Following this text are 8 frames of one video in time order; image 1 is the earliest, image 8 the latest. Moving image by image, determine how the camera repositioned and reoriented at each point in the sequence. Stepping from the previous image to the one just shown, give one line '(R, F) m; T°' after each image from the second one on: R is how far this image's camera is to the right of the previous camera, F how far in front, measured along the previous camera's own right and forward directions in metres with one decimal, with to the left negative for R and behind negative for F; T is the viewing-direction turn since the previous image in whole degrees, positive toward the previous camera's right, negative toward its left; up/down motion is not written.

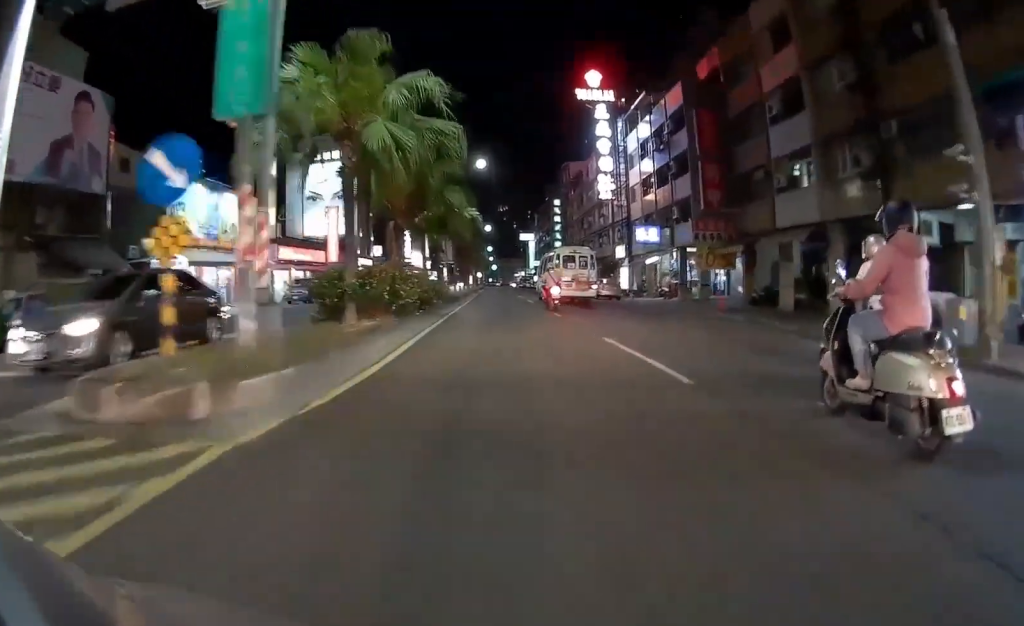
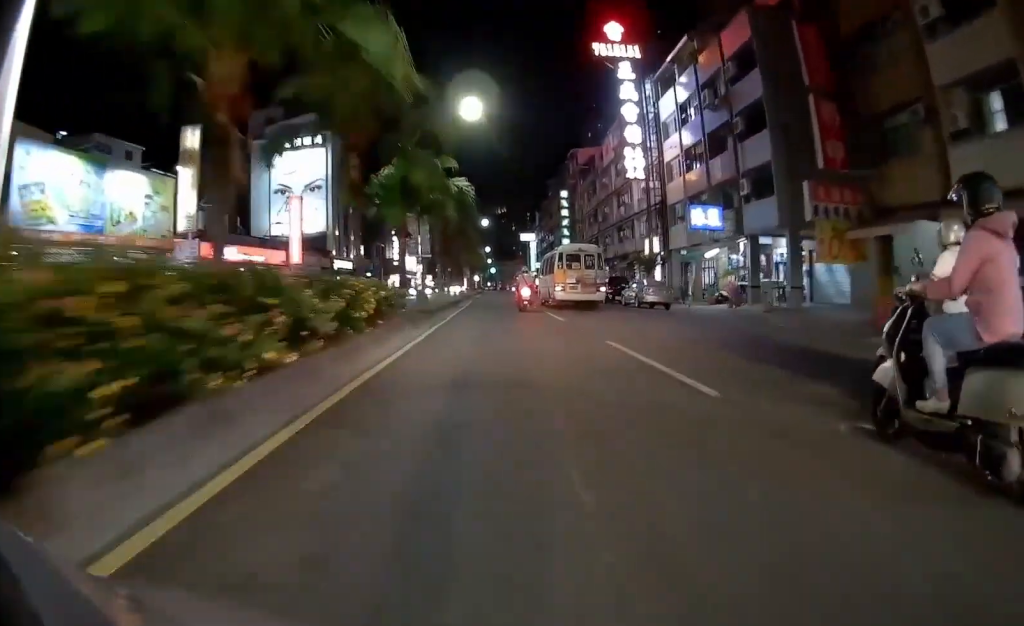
(-0.1, +11.1) m; 0°
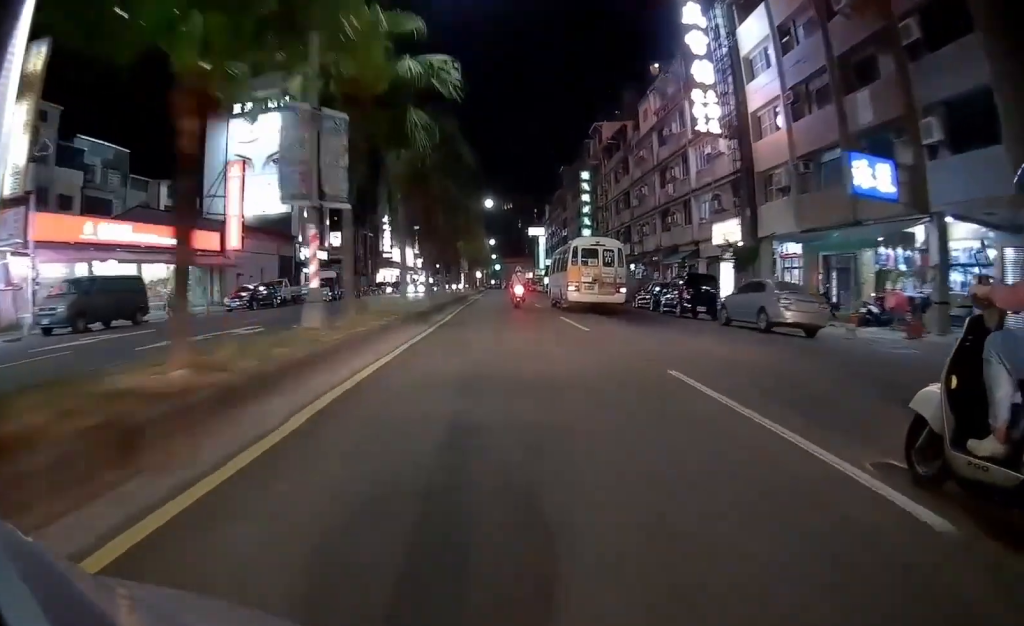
(+0.1, +13.1) m; -1°
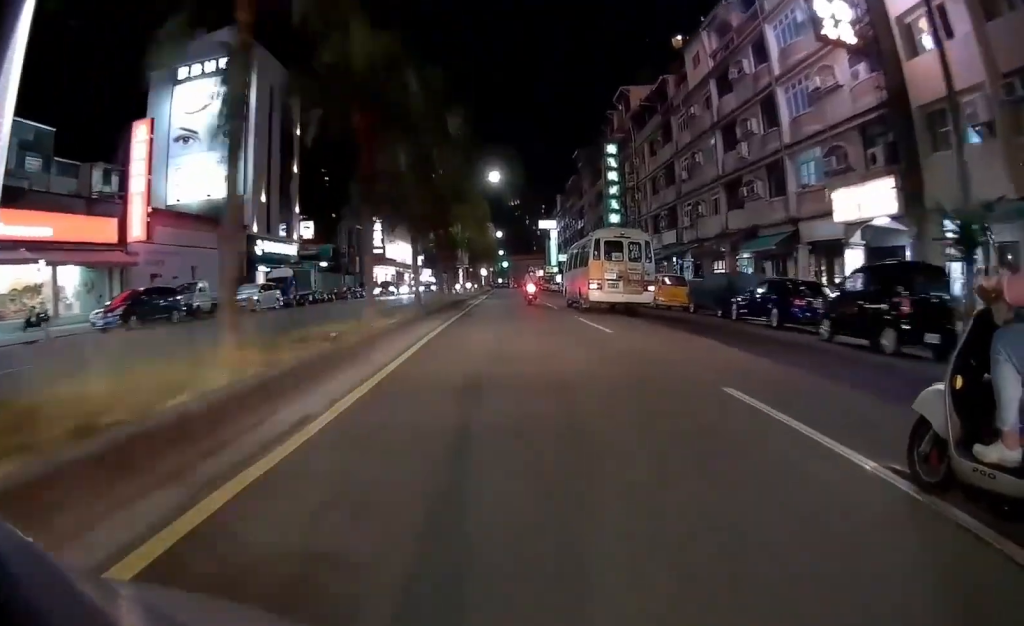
(-0.3, +11.8) m; -1°
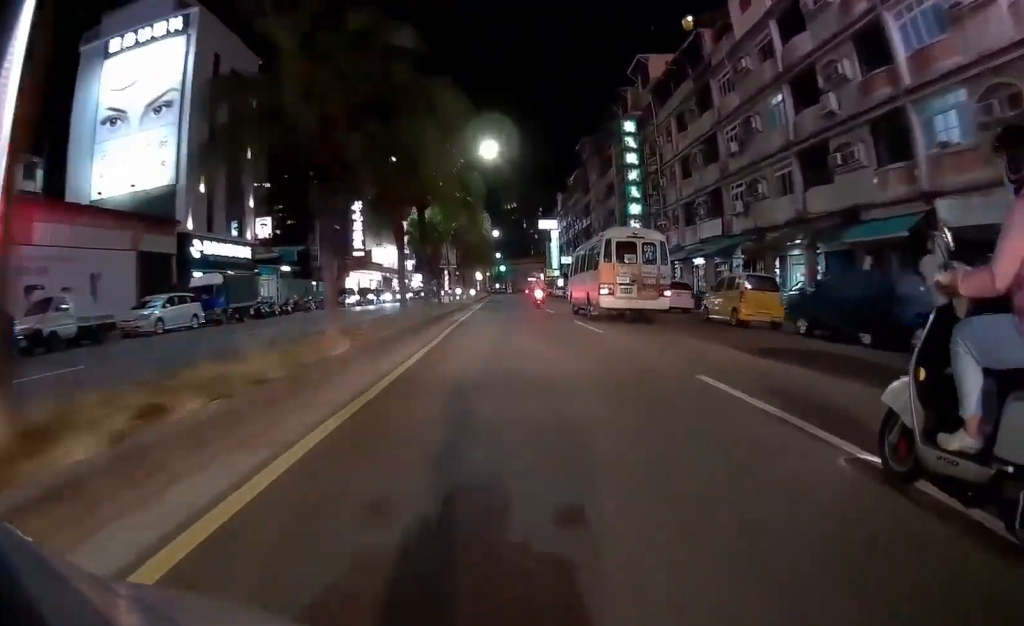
(-0.4, +9.2) m; 0°
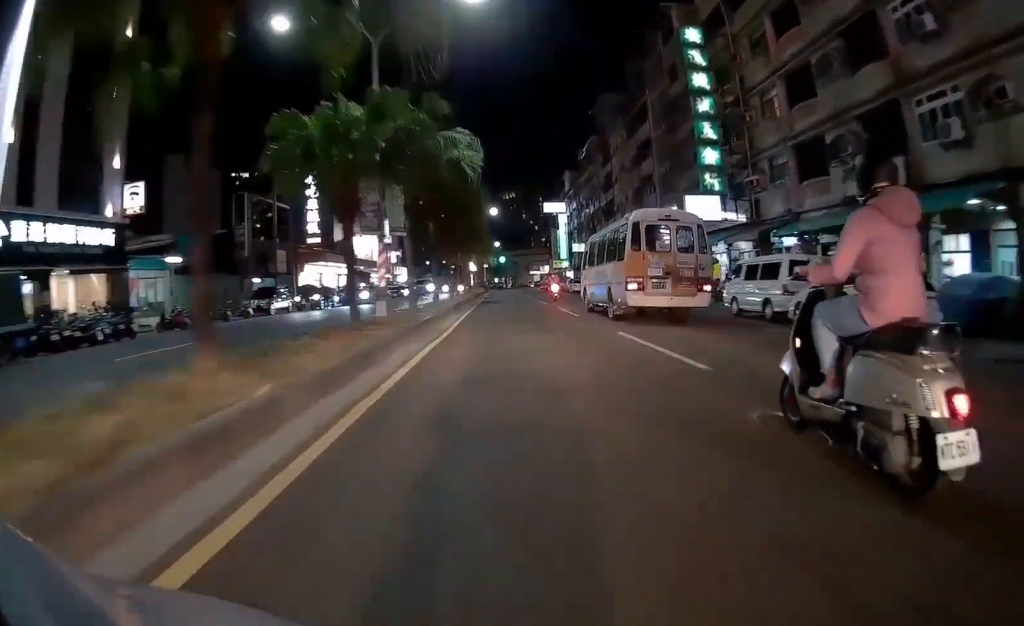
(+0.7, +16.8) m; 0°
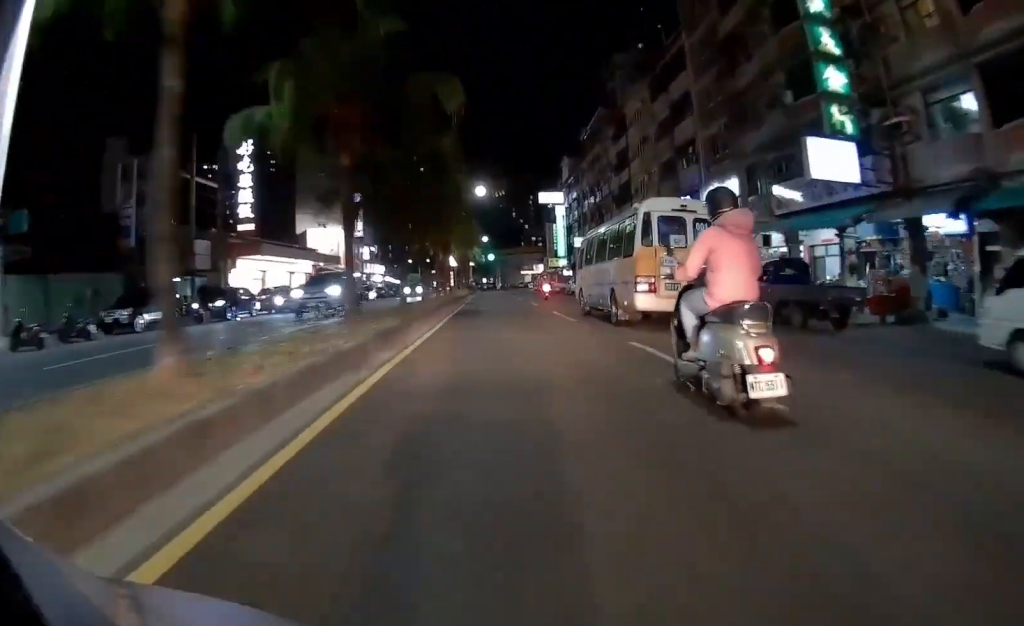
(-0.6, +12.5) m; 0°
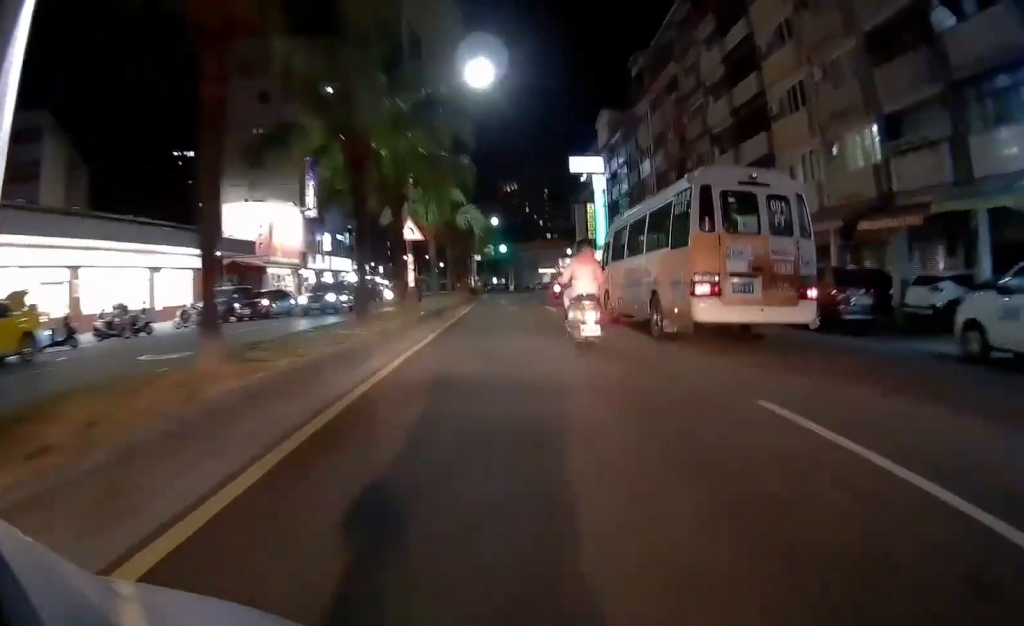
(+1.2, +24.4) m; +1°
